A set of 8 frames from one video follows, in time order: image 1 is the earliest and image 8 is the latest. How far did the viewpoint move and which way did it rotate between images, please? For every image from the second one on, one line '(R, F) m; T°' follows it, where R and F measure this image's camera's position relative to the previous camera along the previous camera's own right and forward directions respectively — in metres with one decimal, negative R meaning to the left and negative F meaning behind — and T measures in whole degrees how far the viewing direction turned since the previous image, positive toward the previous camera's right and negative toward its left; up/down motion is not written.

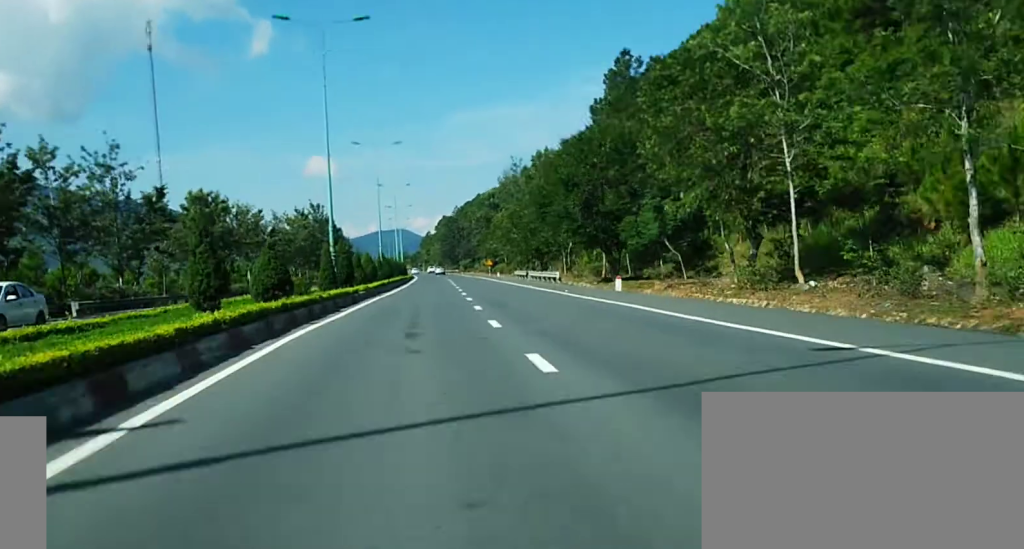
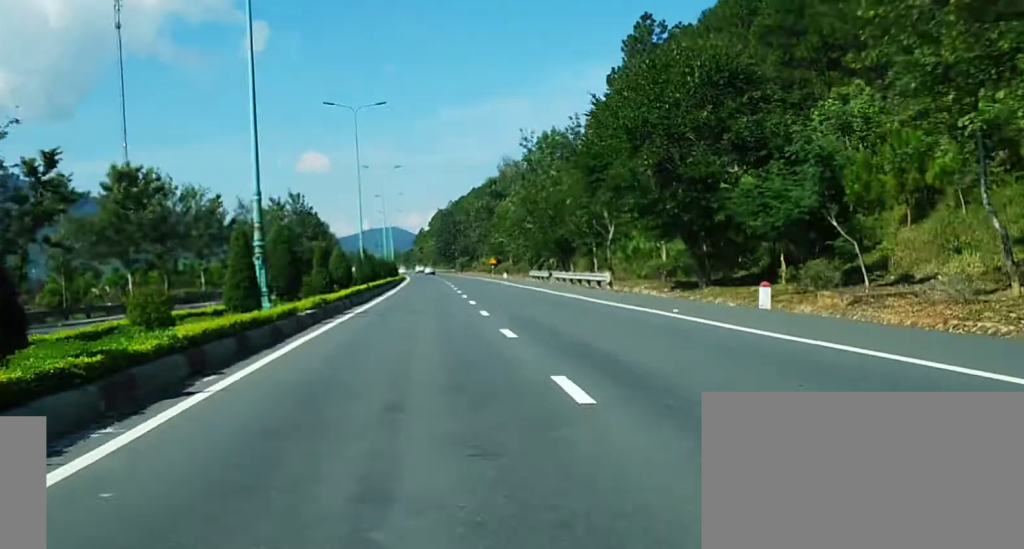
(-0.1, +17.8) m; 0°
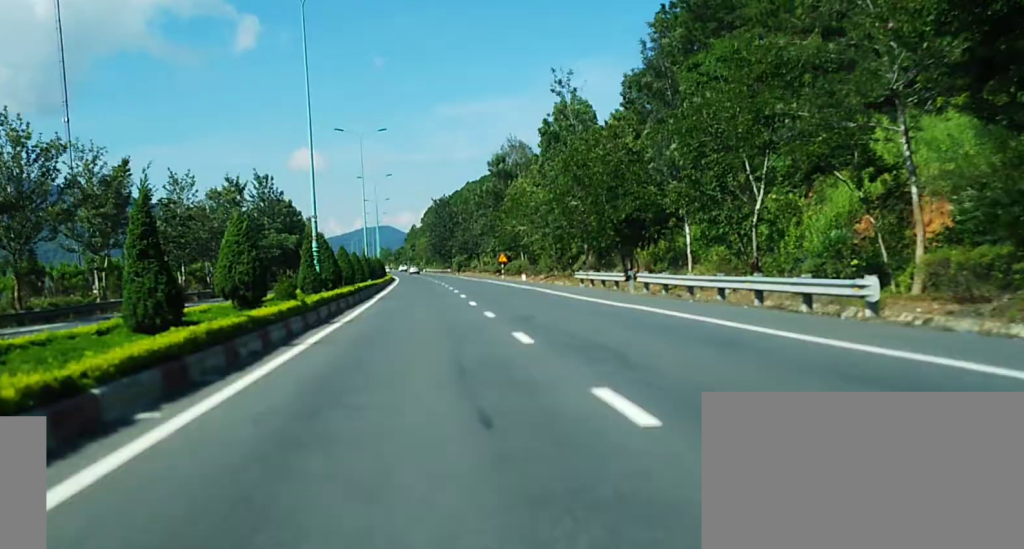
(+0.2, +26.0) m; +1°
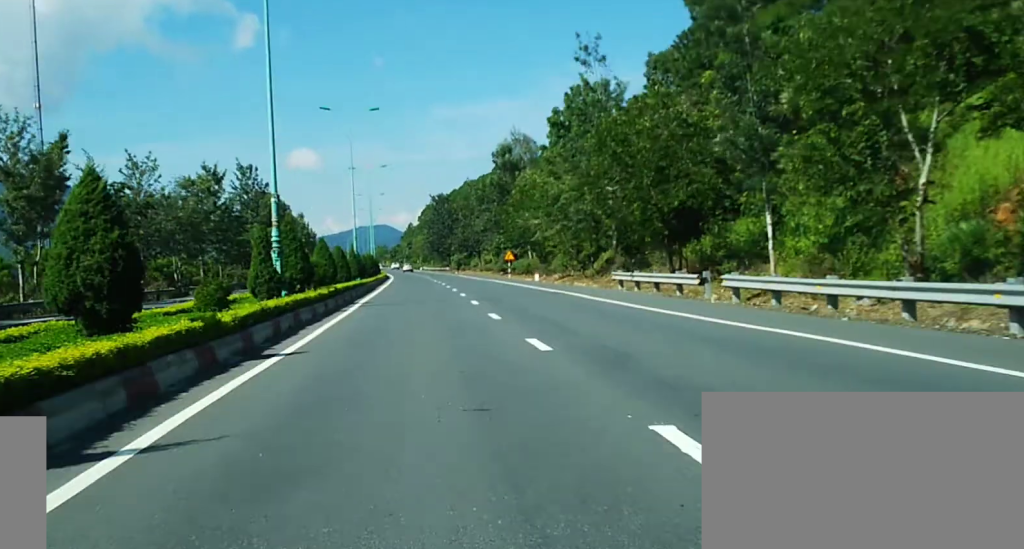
(0.0, +10.6) m; 0°
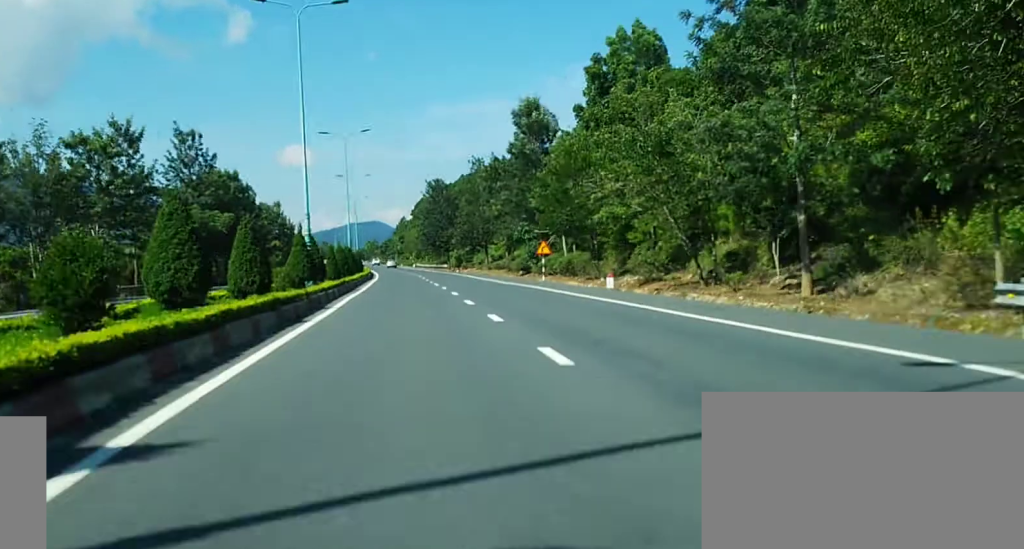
(0.0, +29.5) m; 0°
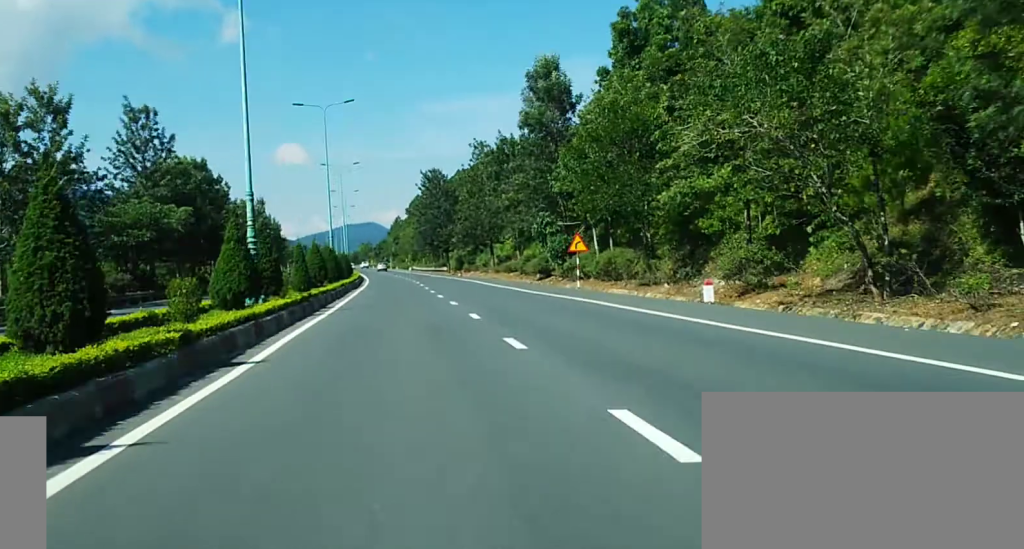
(-0.1, +13.6) m; 0°
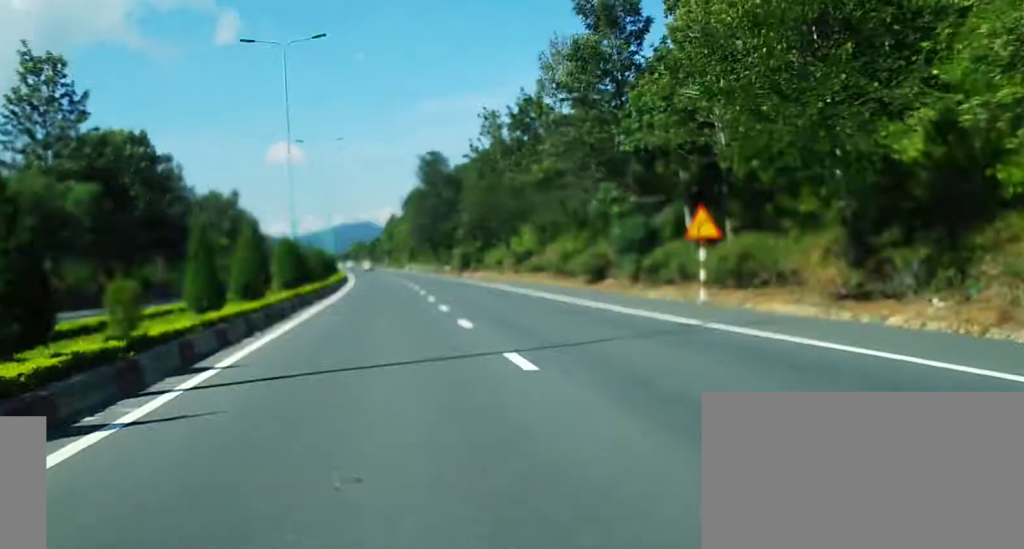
(-0.1, +19.2) m; 0°
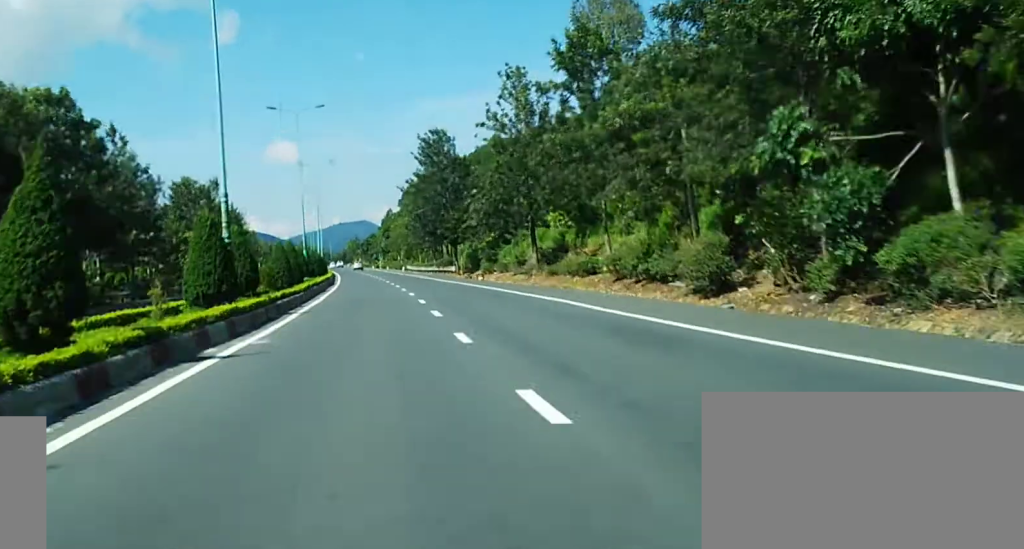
(0.0, +19.5) m; 0°
